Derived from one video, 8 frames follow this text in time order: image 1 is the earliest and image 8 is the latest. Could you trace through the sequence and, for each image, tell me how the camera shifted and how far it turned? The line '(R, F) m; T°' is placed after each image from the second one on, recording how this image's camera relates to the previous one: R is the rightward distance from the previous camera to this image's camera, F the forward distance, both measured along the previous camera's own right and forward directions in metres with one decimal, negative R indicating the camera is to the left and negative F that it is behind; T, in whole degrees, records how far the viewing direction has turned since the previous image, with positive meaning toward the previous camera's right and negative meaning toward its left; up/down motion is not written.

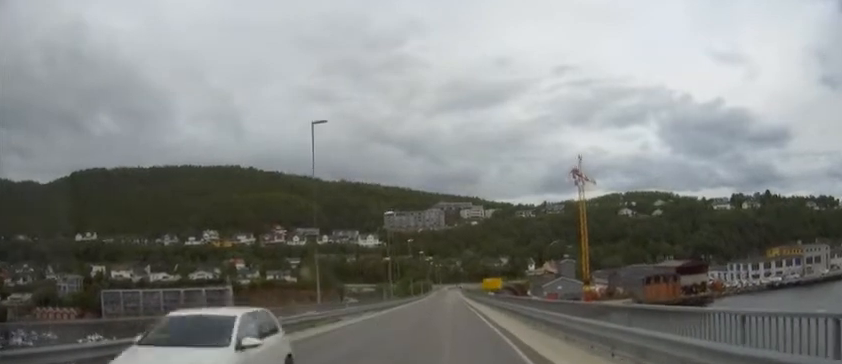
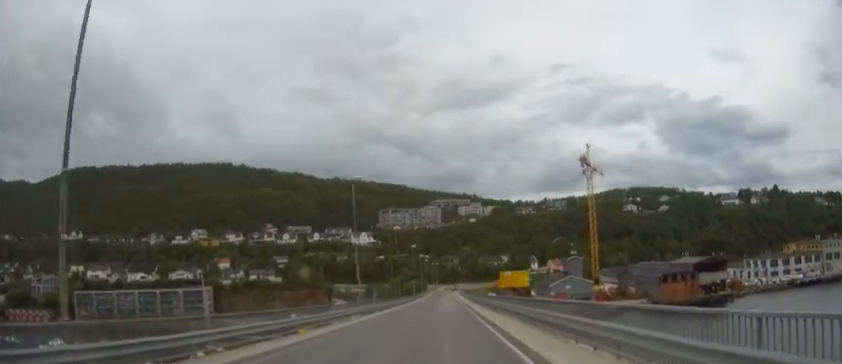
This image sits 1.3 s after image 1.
(+0.1, +20.0) m; 0°
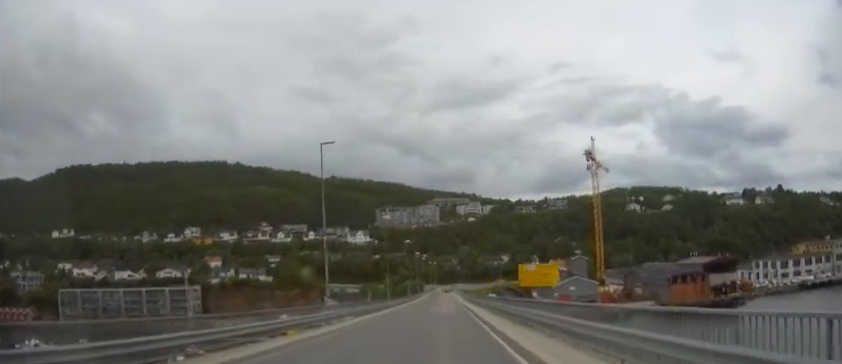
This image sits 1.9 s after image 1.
(-0.1, +10.5) m; 0°
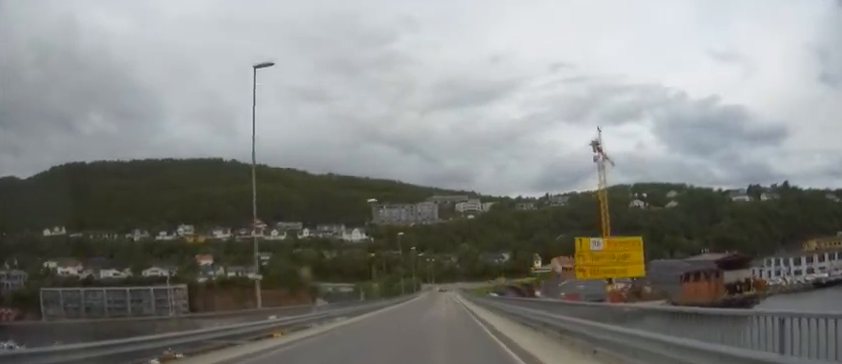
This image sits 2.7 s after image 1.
(0.0, +12.2) m; 0°
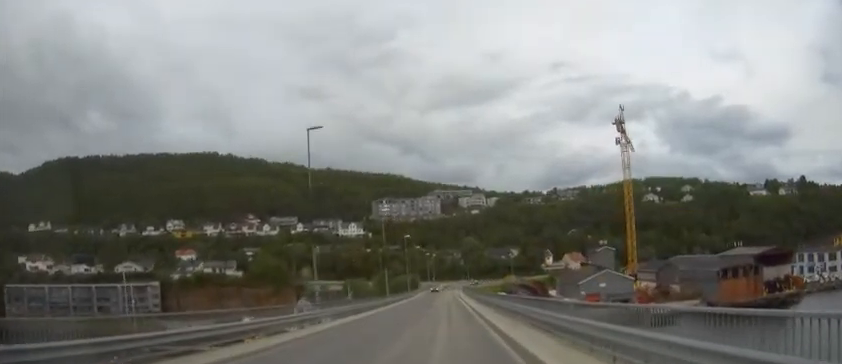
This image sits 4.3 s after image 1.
(+0.2, +25.4) m; +1°
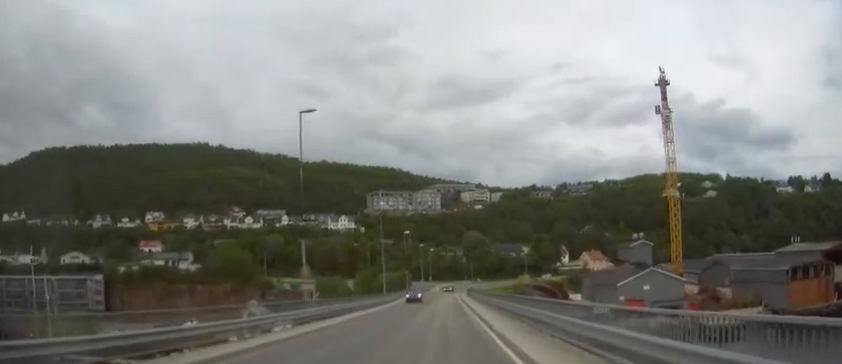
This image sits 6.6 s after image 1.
(0.0, +37.1) m; 0°
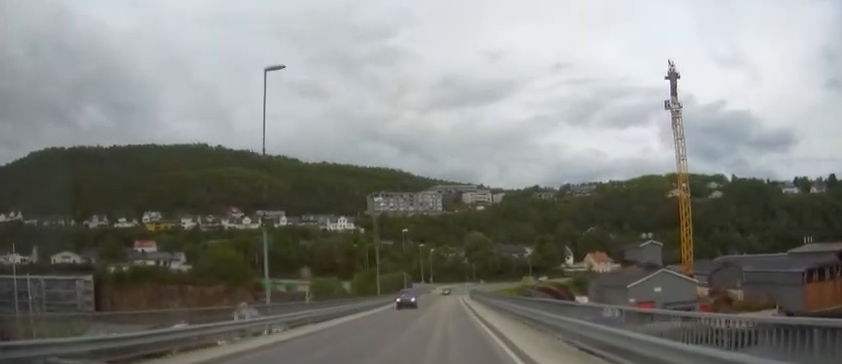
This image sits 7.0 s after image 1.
(0.0, +6.4) m; 0°
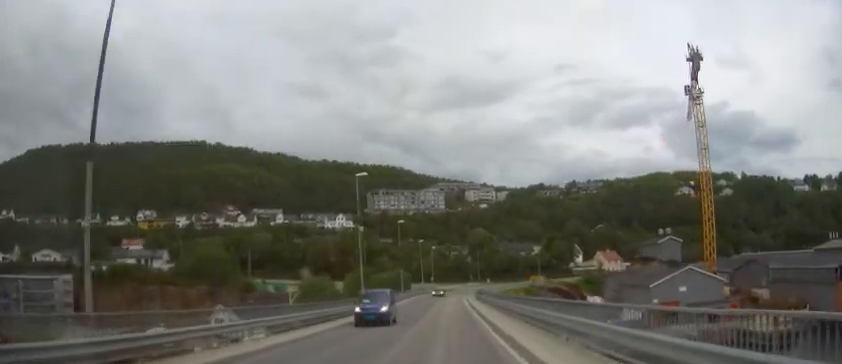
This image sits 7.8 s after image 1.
(-0.1, +12.2) m; 0°
